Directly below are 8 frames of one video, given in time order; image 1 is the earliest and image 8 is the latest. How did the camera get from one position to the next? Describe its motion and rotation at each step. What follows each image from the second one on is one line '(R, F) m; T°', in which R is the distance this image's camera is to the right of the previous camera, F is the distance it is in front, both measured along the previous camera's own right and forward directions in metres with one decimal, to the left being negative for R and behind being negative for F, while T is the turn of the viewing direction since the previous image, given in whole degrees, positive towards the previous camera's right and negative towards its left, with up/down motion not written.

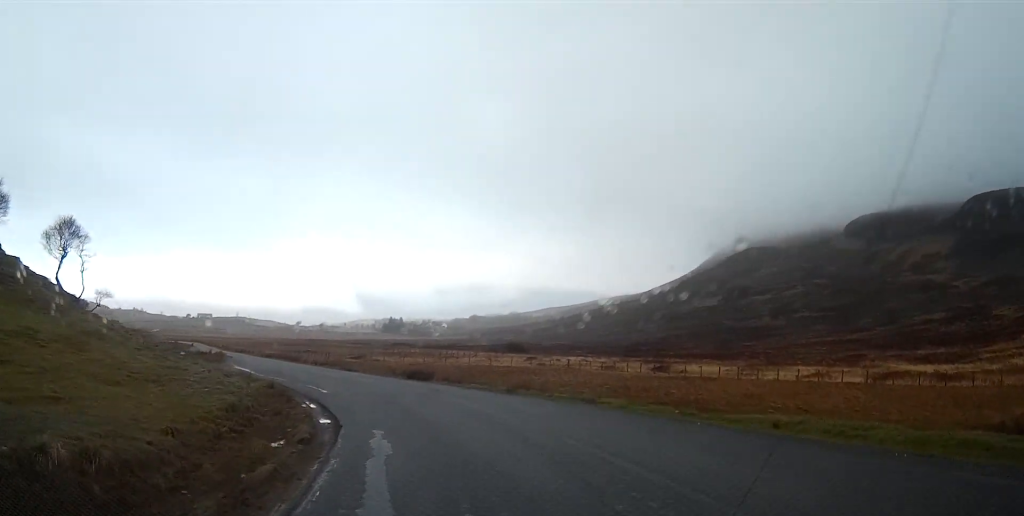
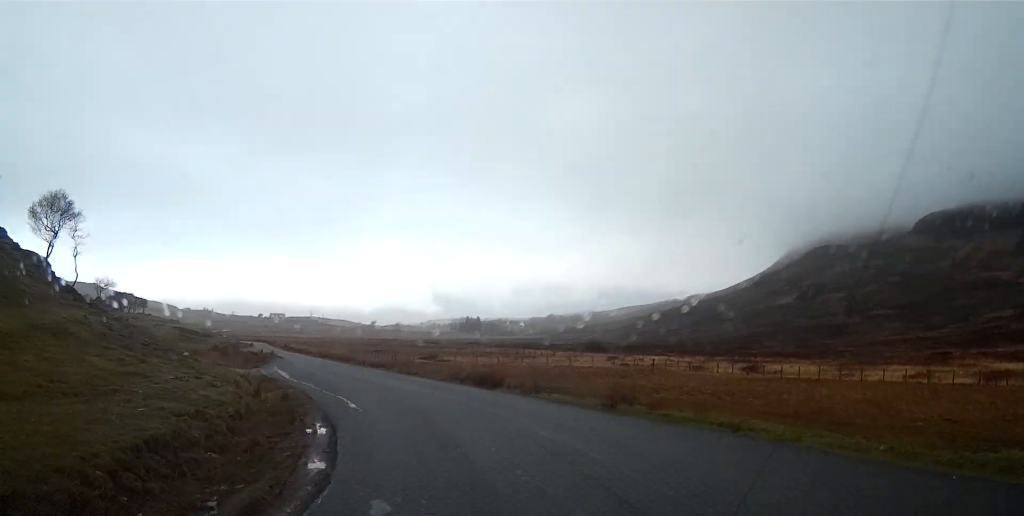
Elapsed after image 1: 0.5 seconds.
(-0.4, +6.2) m; -5°
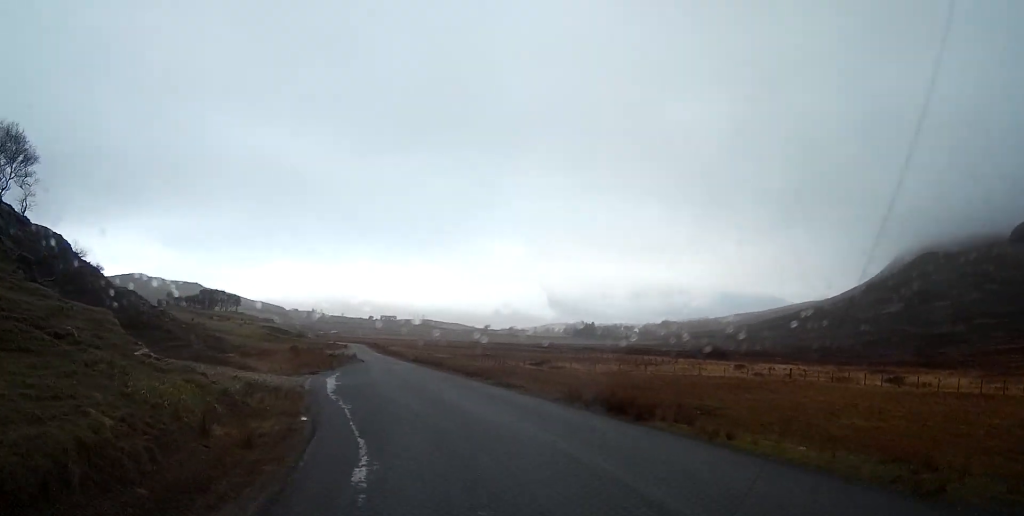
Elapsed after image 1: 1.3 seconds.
(-0.5, +9.3) m; -8°
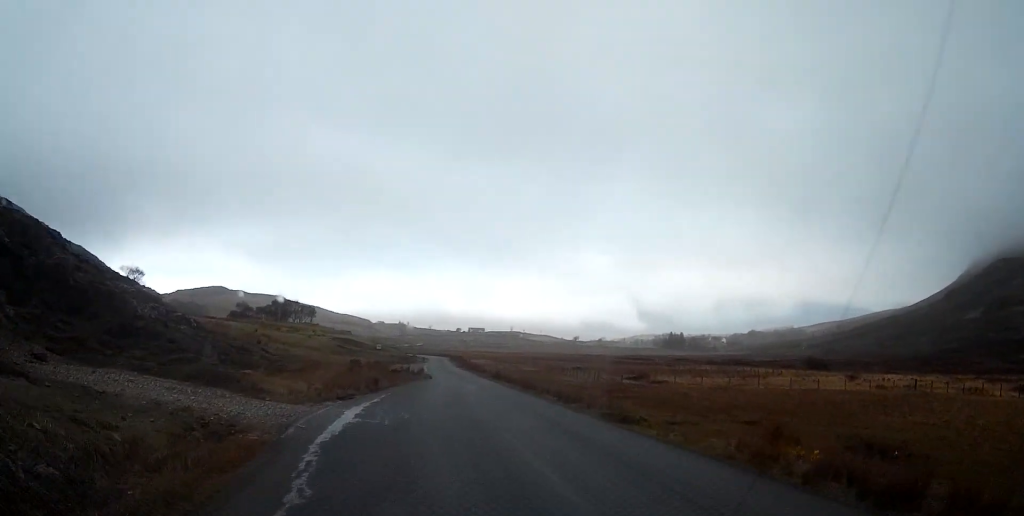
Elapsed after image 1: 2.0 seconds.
(-0.7, +9.0) m; -7°
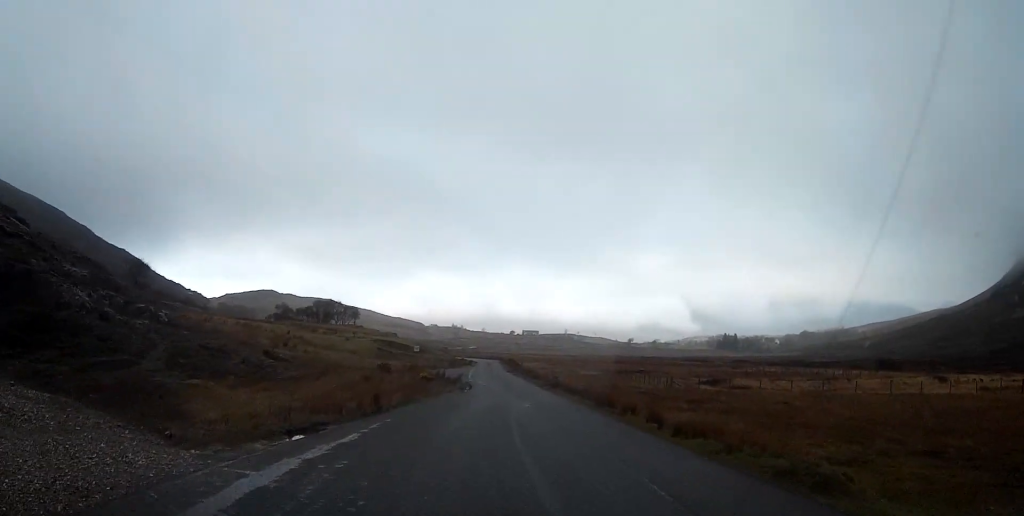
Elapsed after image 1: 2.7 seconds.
(-0.6, +9.4) m; -4°
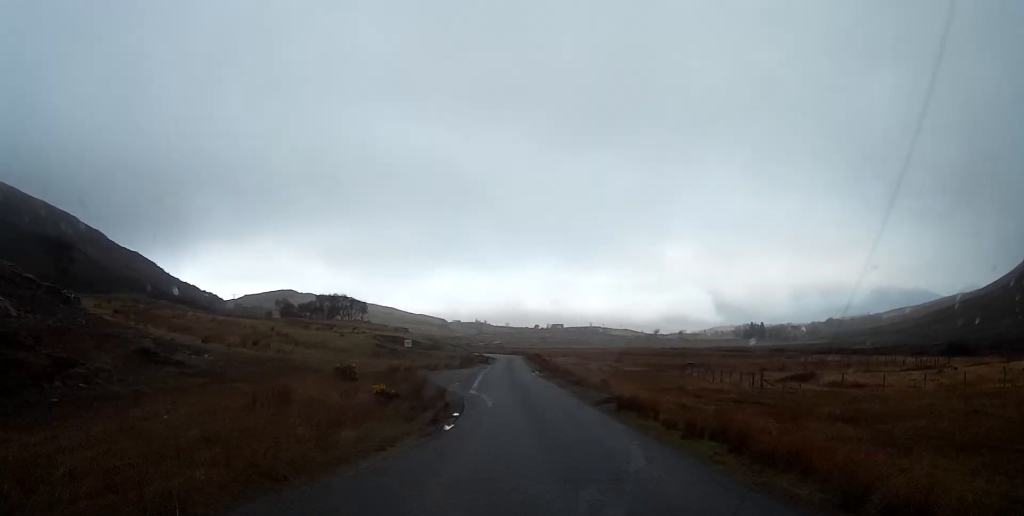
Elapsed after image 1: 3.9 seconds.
(-0.7, +15.8) m; -4°
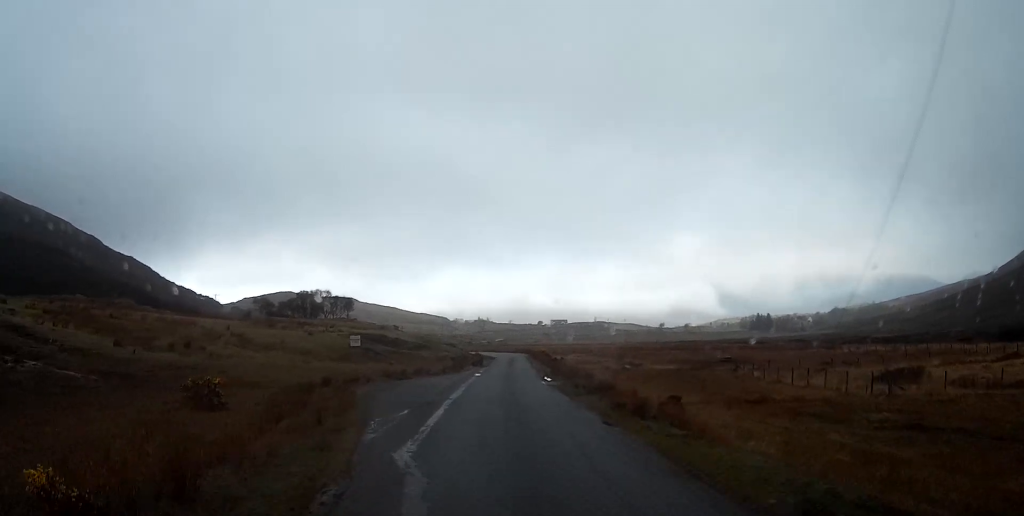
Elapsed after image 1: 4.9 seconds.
(-0.2, +14.7) m; -1°
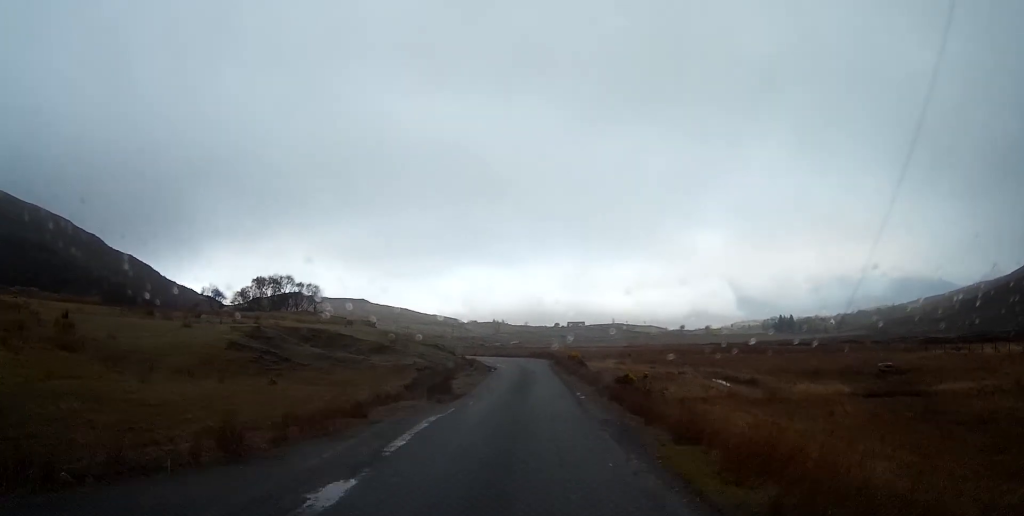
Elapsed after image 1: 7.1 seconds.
(0.0, +31.1) m; 0°
